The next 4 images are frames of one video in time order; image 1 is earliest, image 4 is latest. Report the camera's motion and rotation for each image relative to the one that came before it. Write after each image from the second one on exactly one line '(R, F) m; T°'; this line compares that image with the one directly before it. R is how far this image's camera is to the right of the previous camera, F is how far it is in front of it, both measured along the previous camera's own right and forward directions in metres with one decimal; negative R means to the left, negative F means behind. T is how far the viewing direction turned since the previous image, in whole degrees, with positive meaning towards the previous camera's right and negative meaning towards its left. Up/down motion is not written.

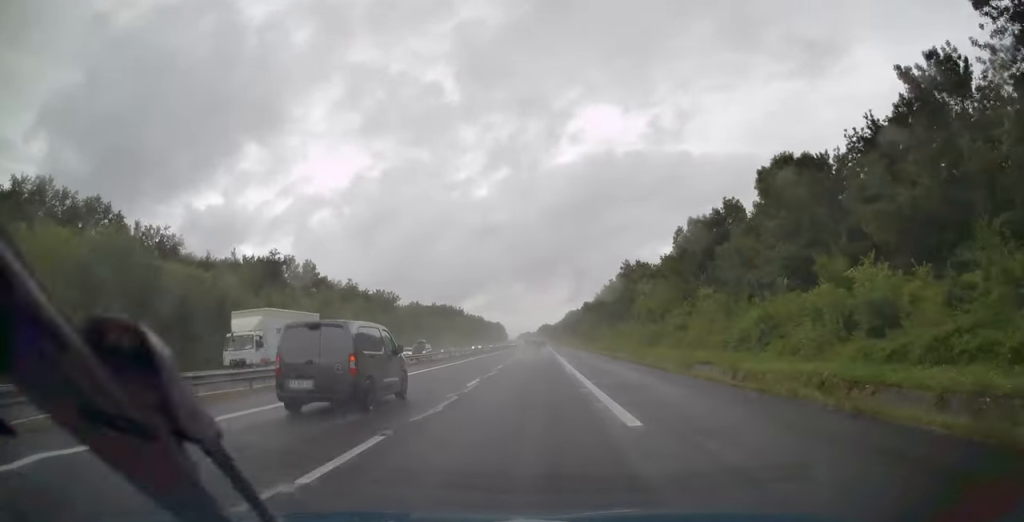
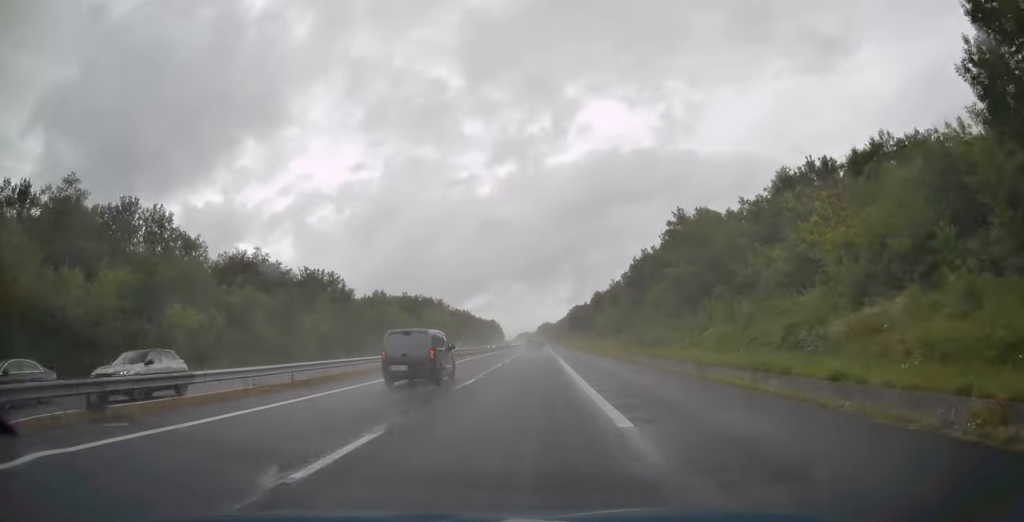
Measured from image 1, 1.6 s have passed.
(0.0, +52.0) m; 0°
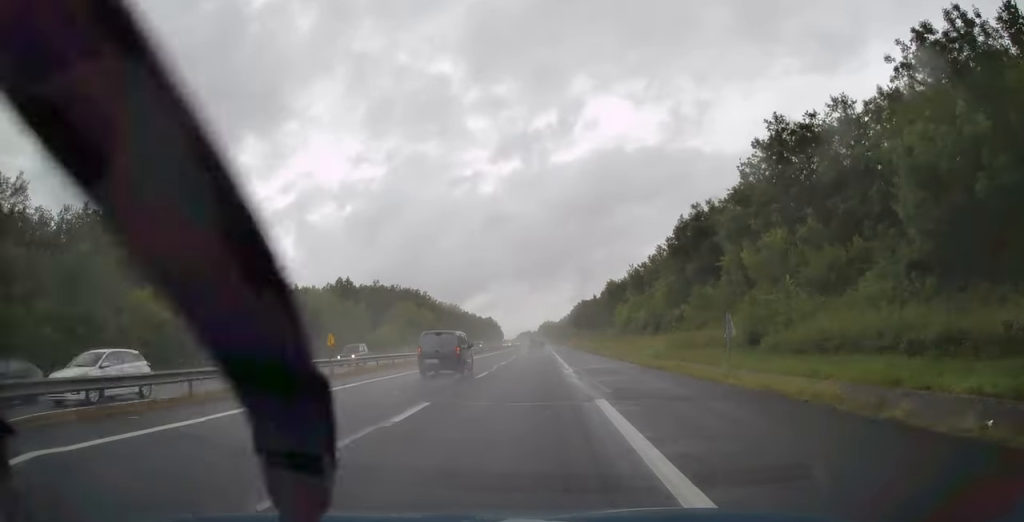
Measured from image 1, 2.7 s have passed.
(0.0, +35.5) m; 0°
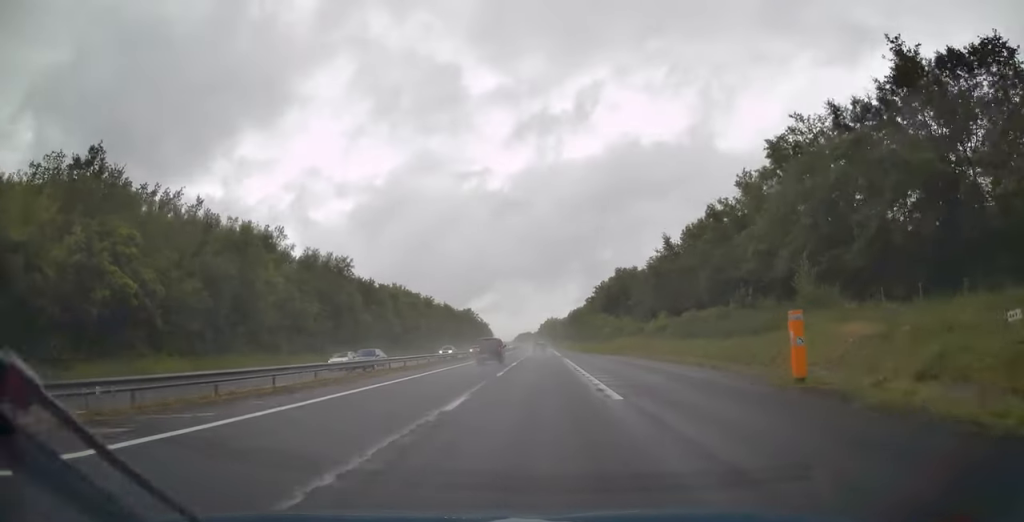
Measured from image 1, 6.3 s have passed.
(-0.6, +115.3) m; 0°
